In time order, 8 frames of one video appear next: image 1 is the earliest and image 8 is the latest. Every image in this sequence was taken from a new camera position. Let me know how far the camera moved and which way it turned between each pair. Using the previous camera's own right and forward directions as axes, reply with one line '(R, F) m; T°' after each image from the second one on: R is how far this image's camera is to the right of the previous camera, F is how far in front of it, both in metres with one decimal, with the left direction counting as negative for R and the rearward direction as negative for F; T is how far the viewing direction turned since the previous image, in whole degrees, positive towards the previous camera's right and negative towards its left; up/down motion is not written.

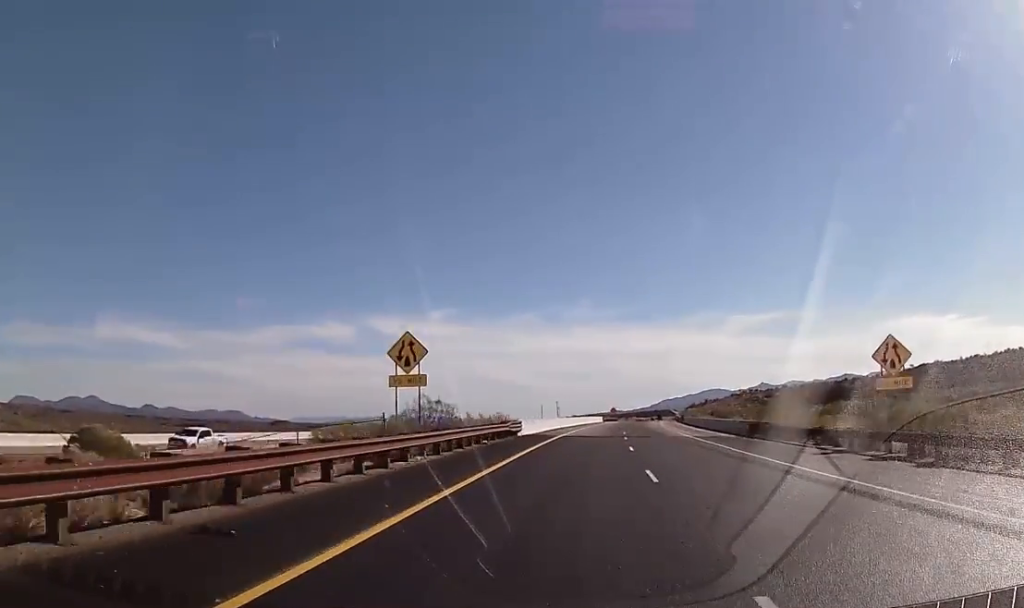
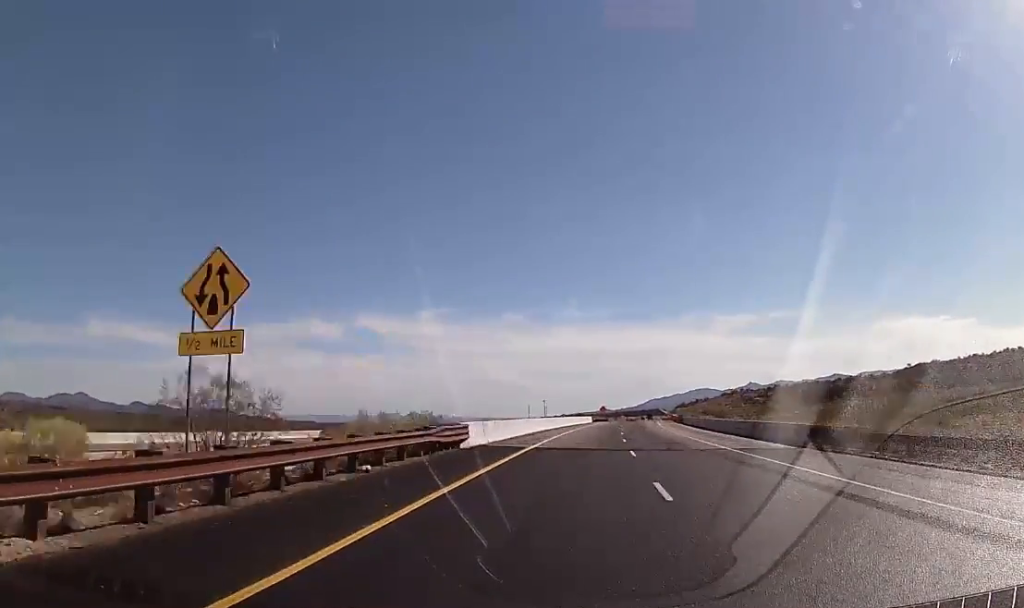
(0.0, +15.4) m; +1°
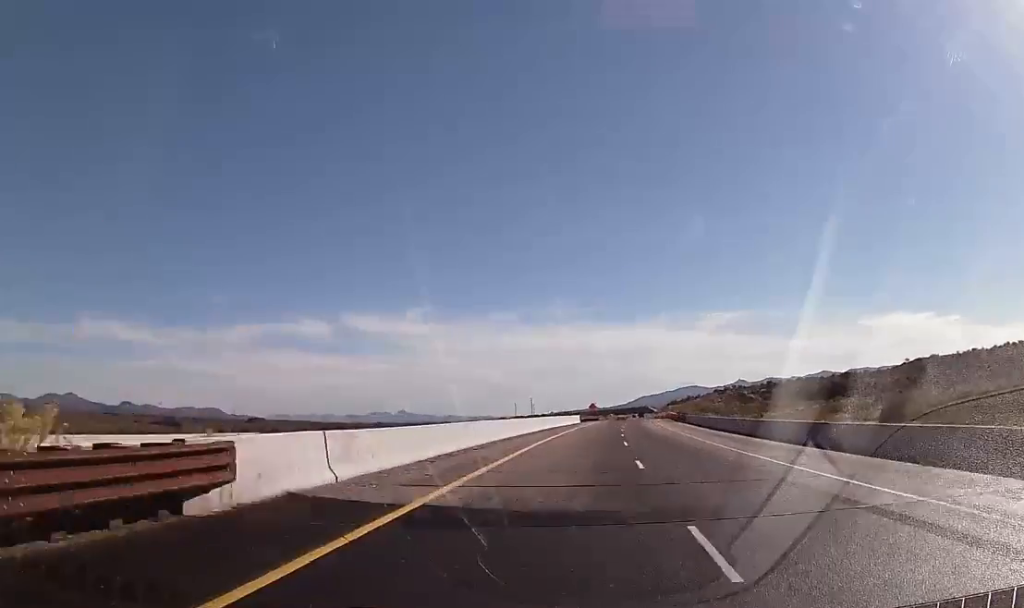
(-0.2, +17.8) m; +1°
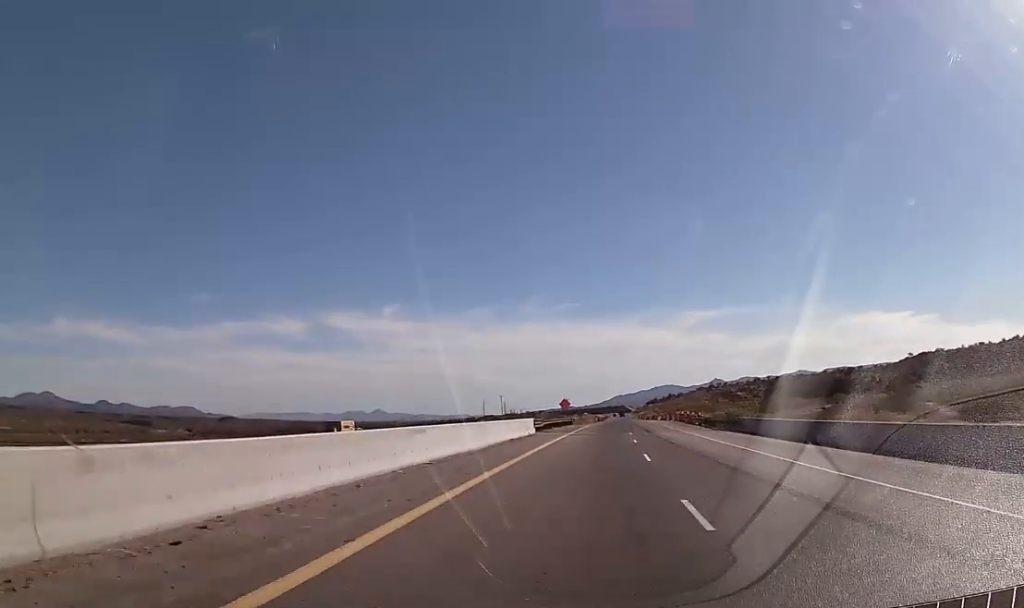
(+1.6, +46.1) m; +3°
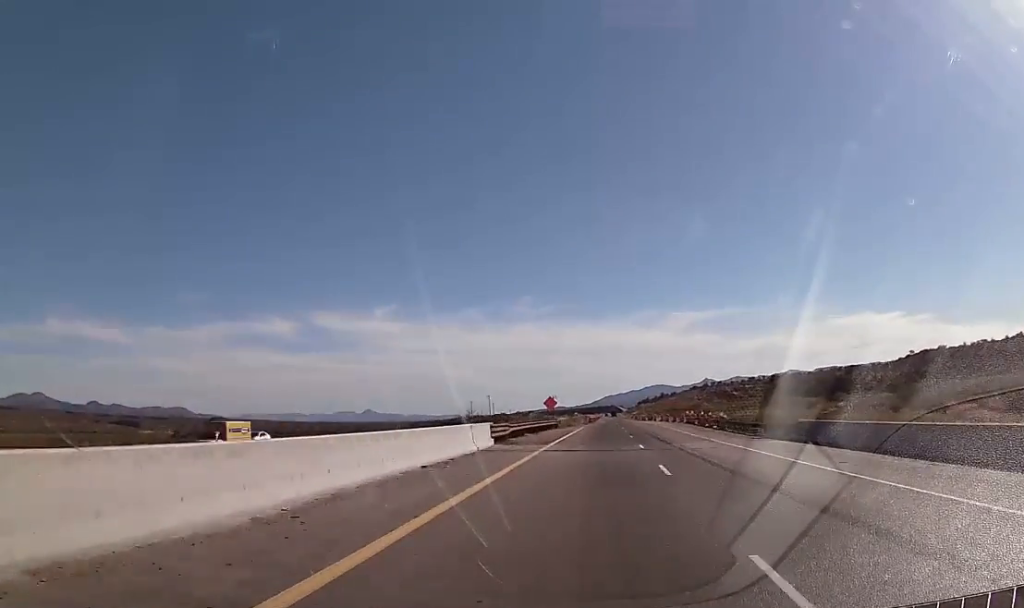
(0.0, +16.6) m; +1°
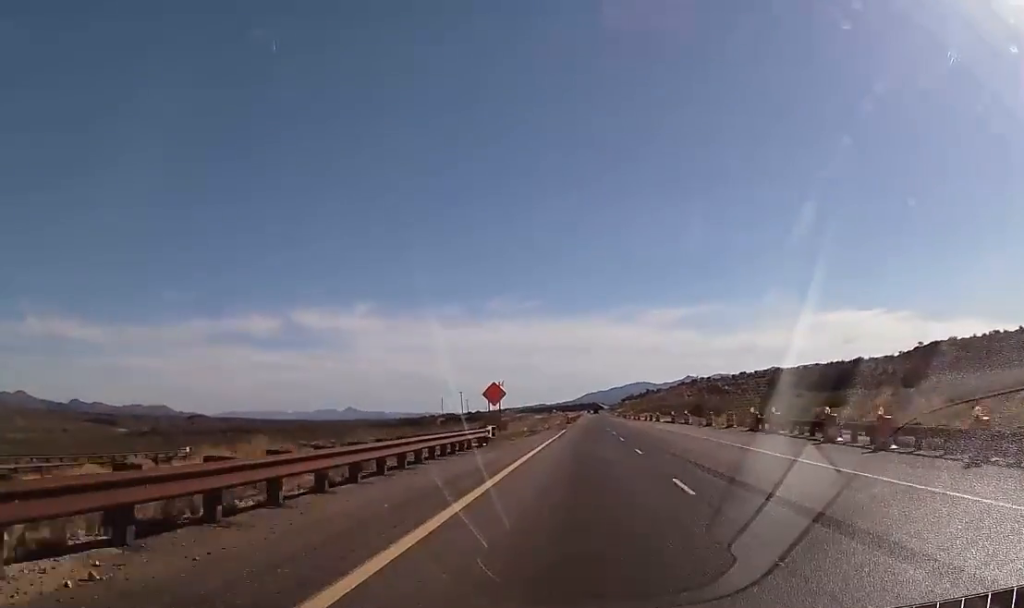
(+0.7, +40.3) m; +2°
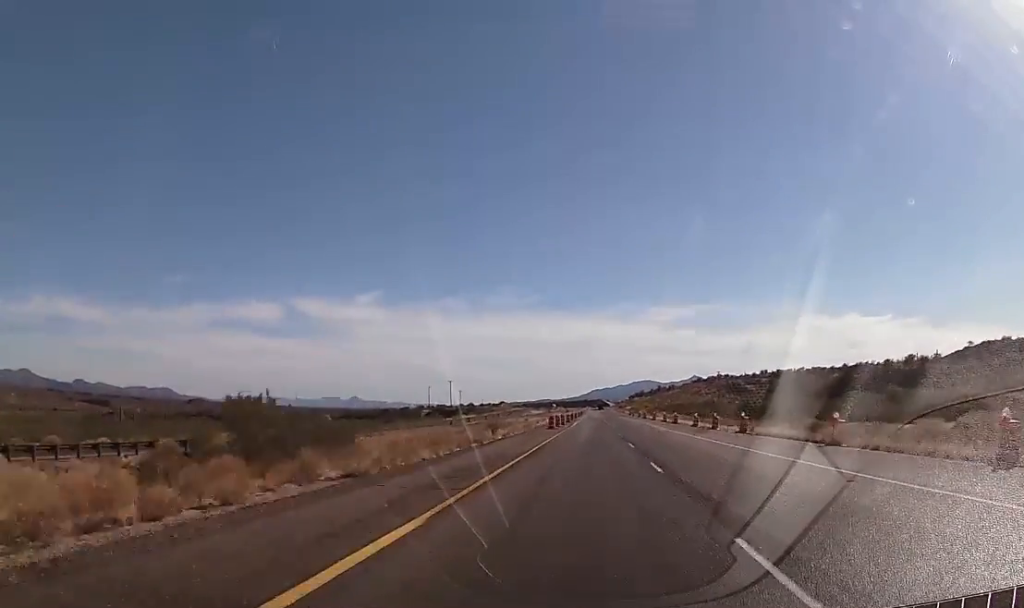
(+0.7, +56.0) m; +1°
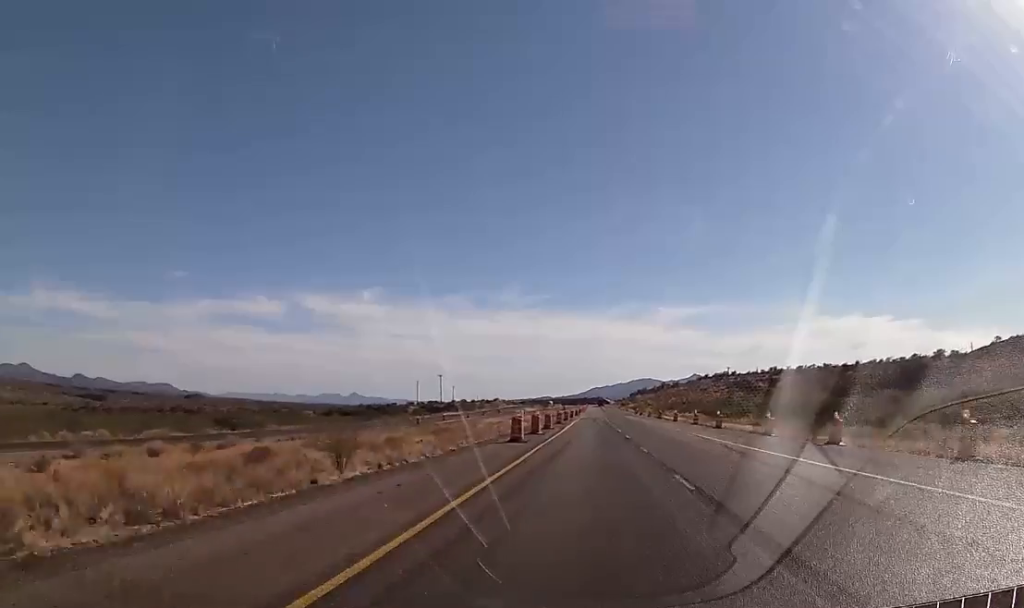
(+0.2, +28.6) m; 0°
